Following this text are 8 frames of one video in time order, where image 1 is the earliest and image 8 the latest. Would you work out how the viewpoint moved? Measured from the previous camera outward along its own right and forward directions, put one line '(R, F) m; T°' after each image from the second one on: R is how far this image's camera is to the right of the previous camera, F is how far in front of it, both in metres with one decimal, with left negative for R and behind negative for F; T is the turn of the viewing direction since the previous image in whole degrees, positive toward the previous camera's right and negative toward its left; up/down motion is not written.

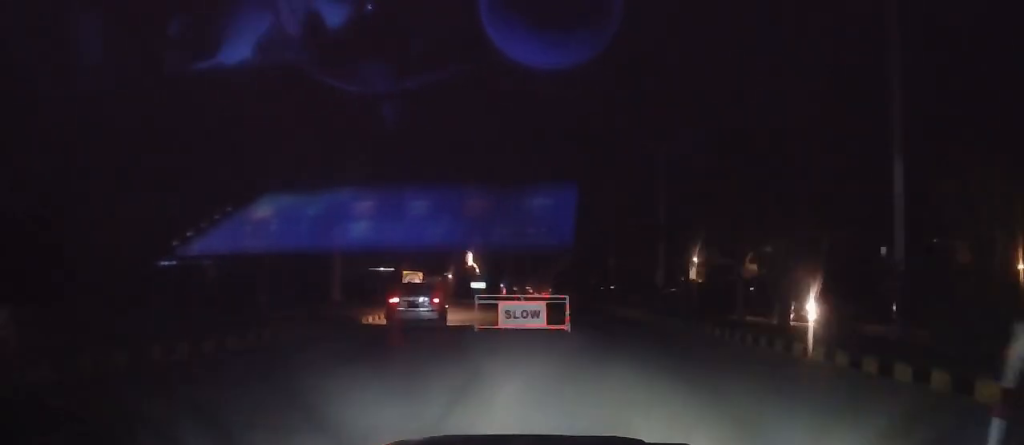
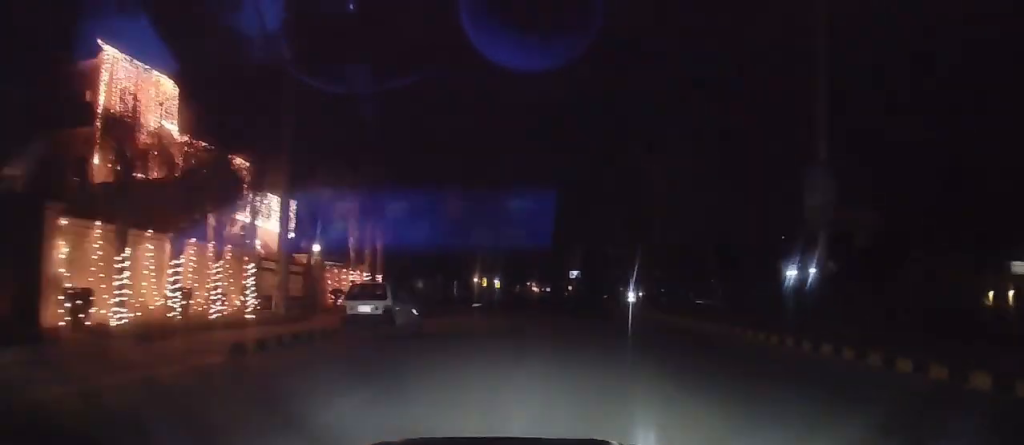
(-0.8, +148.5) m; 0°
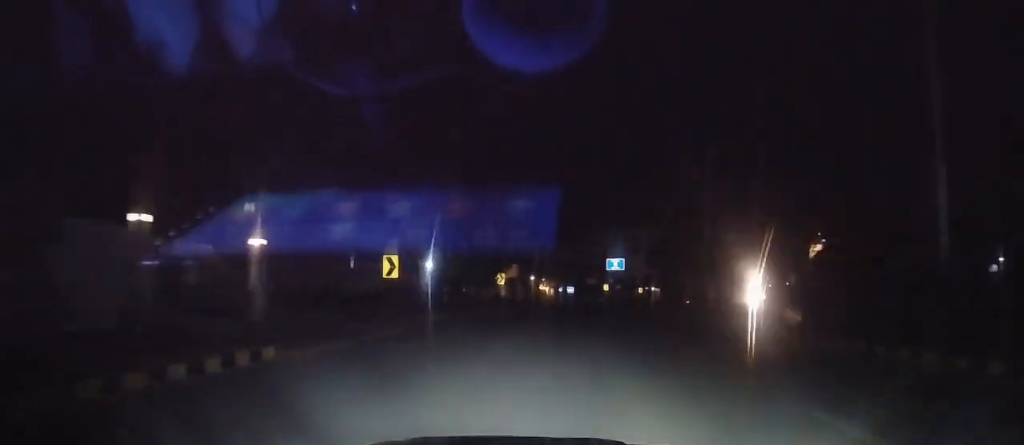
(+1.3, +71.4) m; +5°
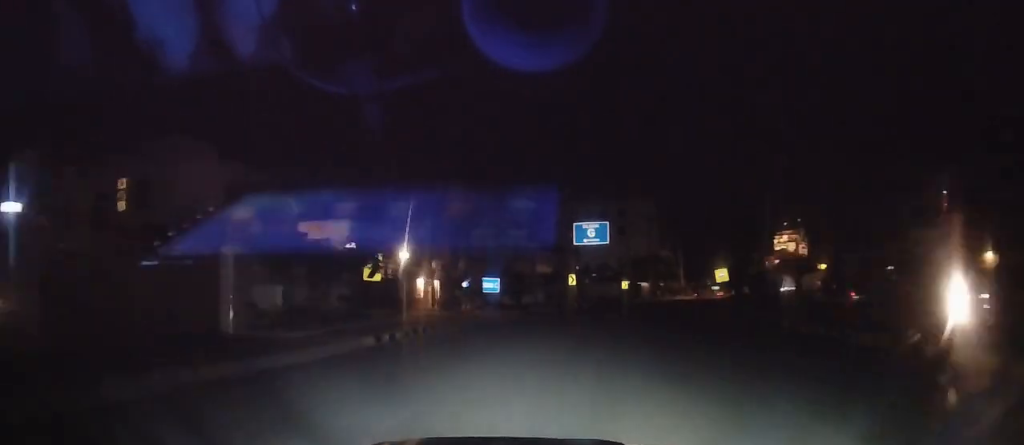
(+1.9, +46.3) m; +6°
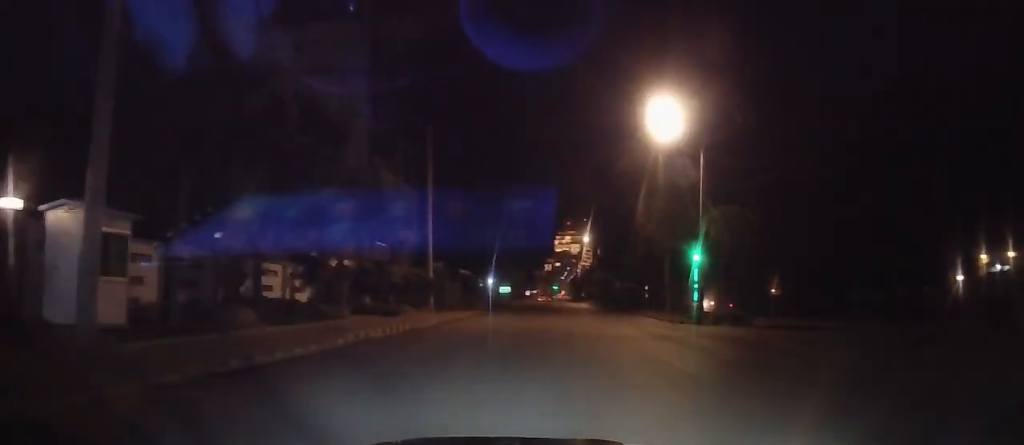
(+13.8, +99.8) m; +13°
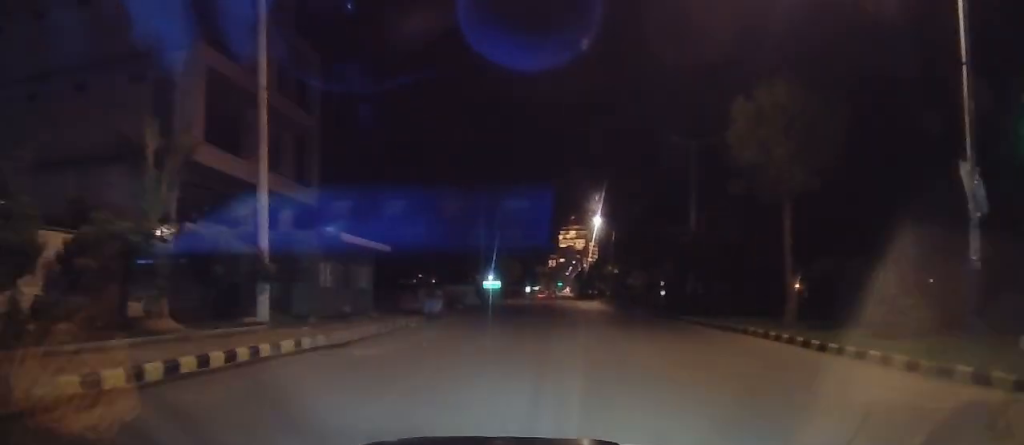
(+0.7, +30.8) m; +1°
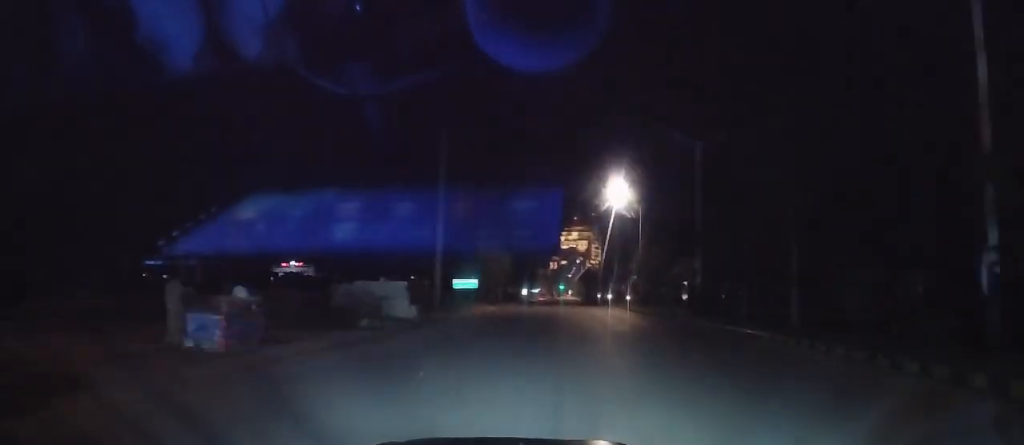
(+0.3, +26.1) m; 0°
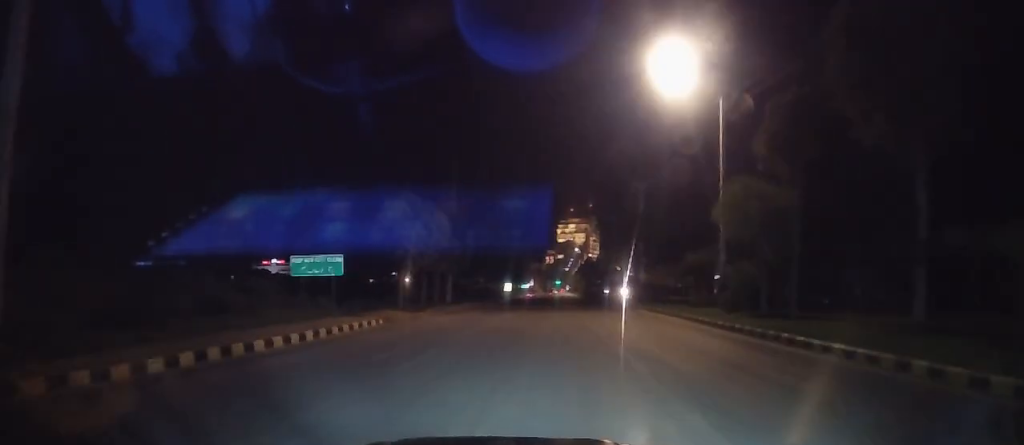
(-0.2, +35.3) m; 0°
